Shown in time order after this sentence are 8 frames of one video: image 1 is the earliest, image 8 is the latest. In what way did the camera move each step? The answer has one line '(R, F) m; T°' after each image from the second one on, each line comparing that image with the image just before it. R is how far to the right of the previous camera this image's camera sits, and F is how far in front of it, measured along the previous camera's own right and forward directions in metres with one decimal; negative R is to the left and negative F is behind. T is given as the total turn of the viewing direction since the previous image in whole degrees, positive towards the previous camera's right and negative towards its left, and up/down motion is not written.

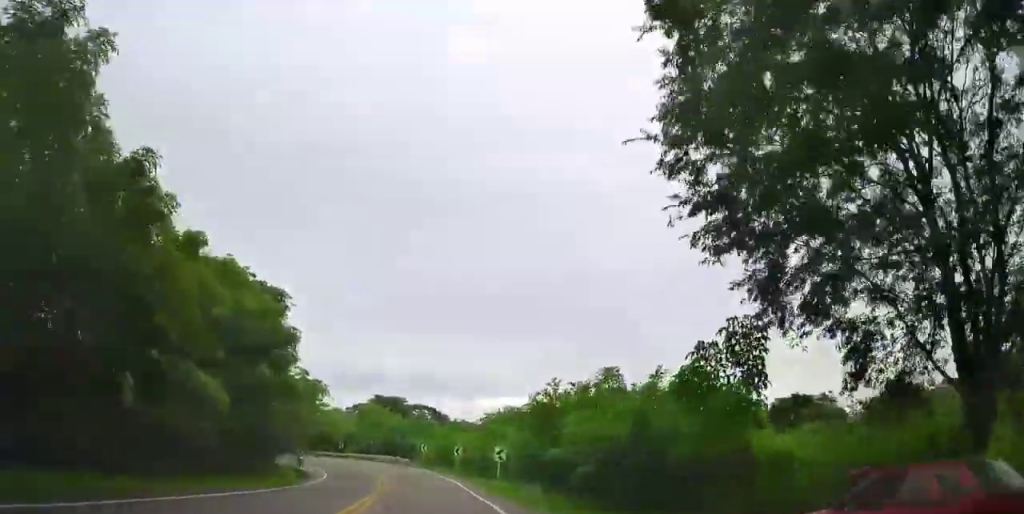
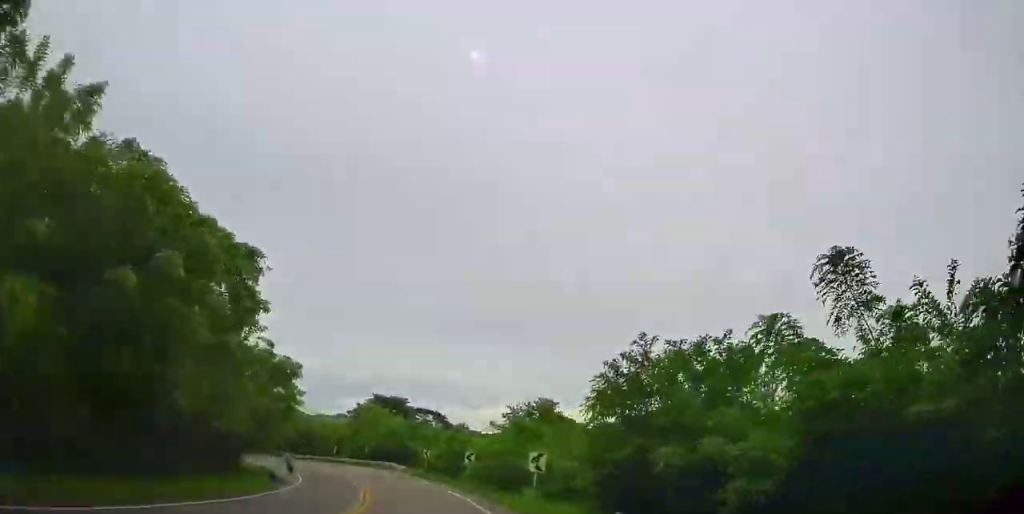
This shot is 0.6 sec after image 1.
(-0.2, +11.6) m; +2°
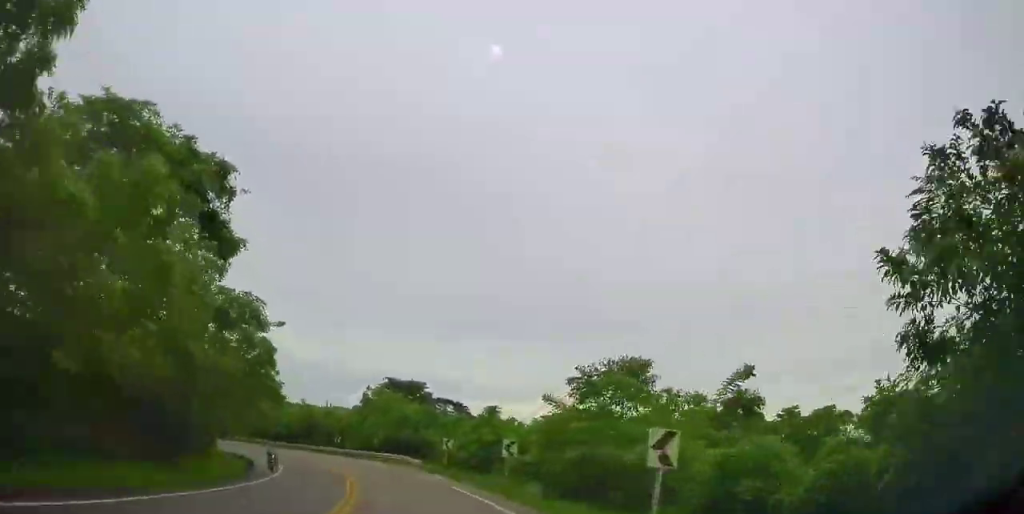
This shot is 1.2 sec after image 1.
(+0.6, +12.0) m; 0°
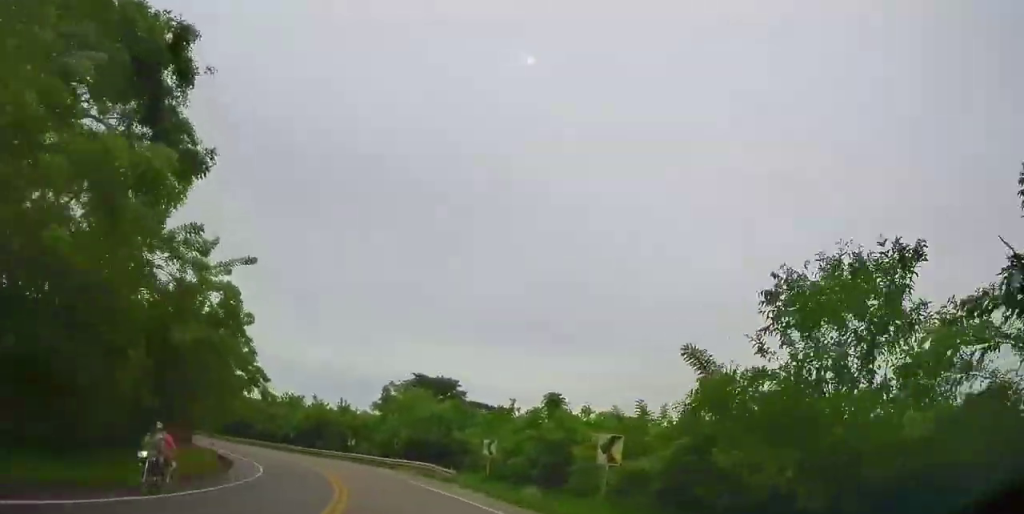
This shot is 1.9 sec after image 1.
(+0.2, +12.3) m; +1°
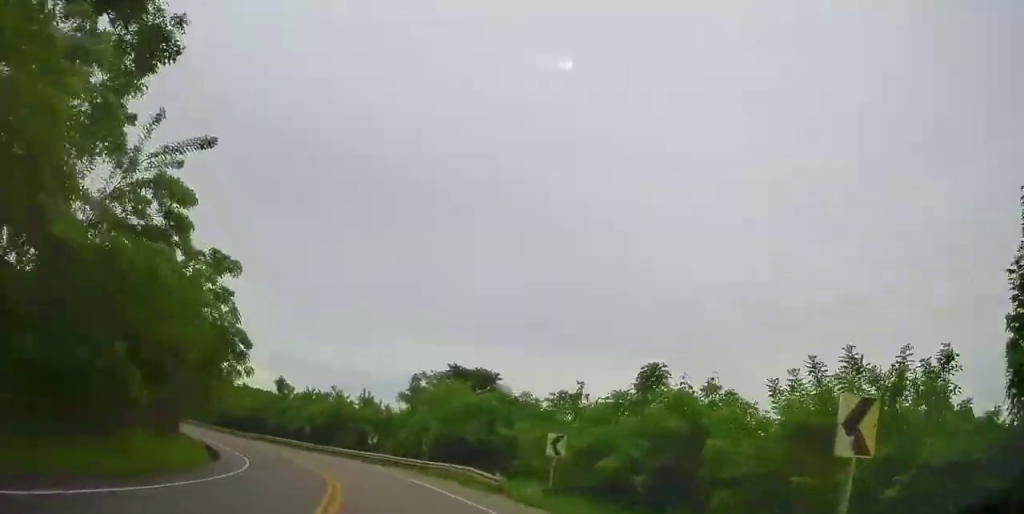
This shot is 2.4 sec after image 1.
(-0.7, +8.9) m; +2°
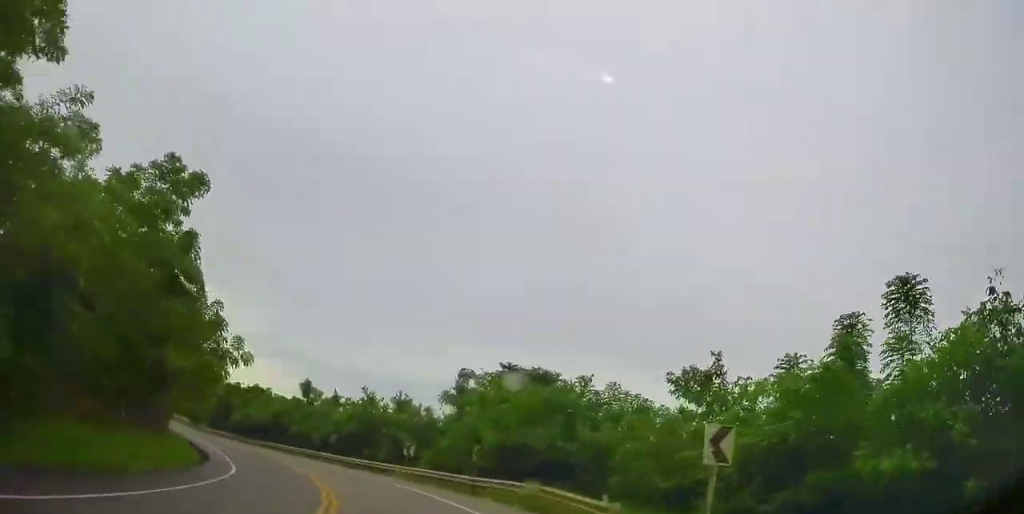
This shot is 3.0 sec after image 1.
(+0.5, +10.0) m; -4°
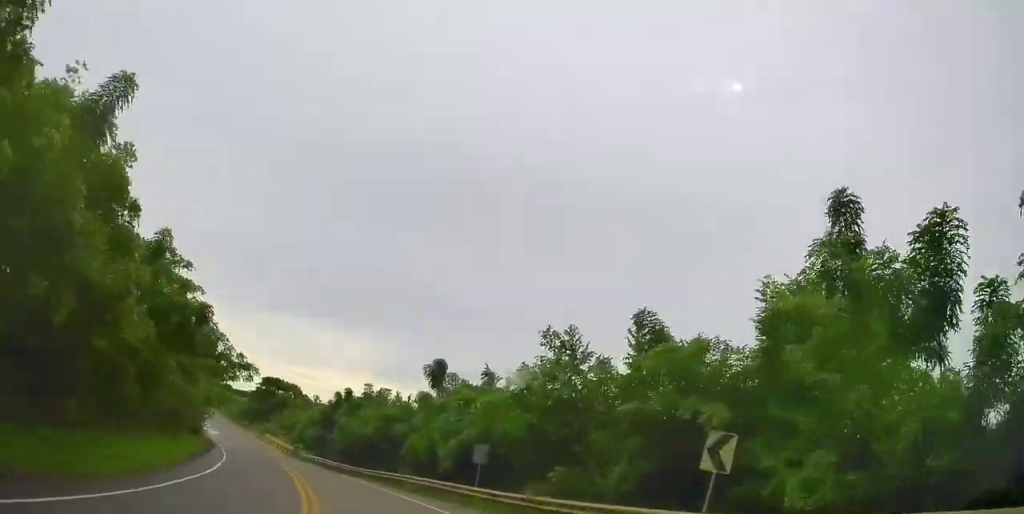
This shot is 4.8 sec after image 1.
(-6.2, +26.2) m; -25°
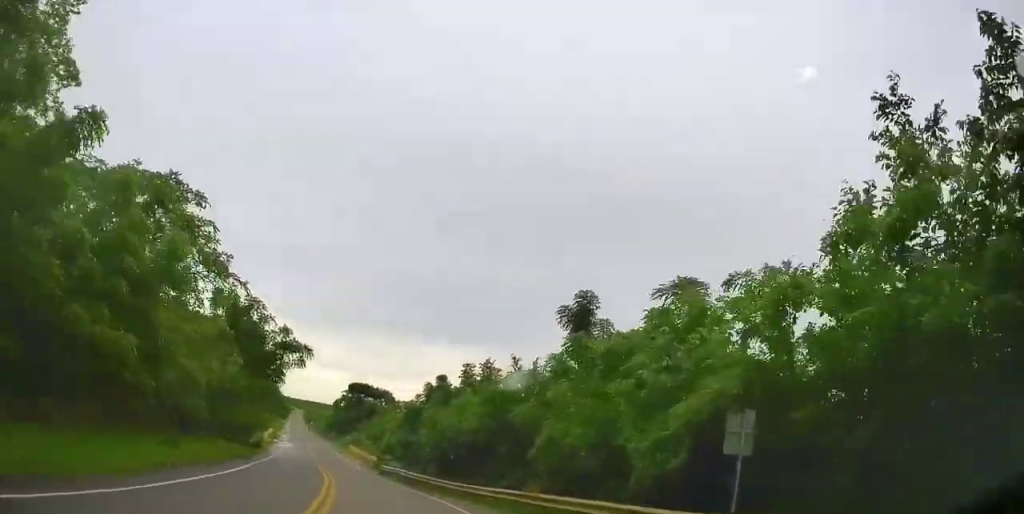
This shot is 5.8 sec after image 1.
(+0.5, +14.7) m; -3°
